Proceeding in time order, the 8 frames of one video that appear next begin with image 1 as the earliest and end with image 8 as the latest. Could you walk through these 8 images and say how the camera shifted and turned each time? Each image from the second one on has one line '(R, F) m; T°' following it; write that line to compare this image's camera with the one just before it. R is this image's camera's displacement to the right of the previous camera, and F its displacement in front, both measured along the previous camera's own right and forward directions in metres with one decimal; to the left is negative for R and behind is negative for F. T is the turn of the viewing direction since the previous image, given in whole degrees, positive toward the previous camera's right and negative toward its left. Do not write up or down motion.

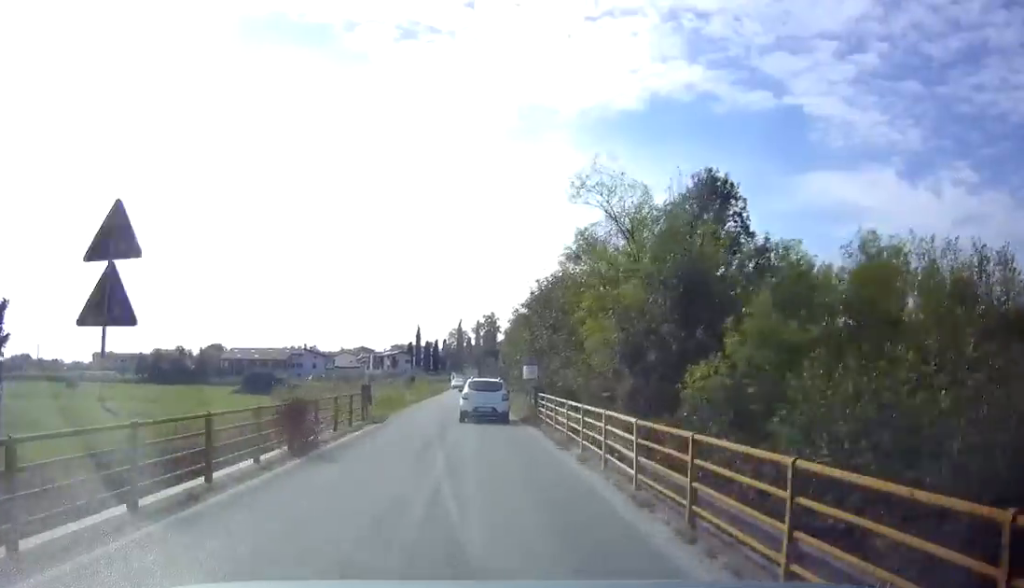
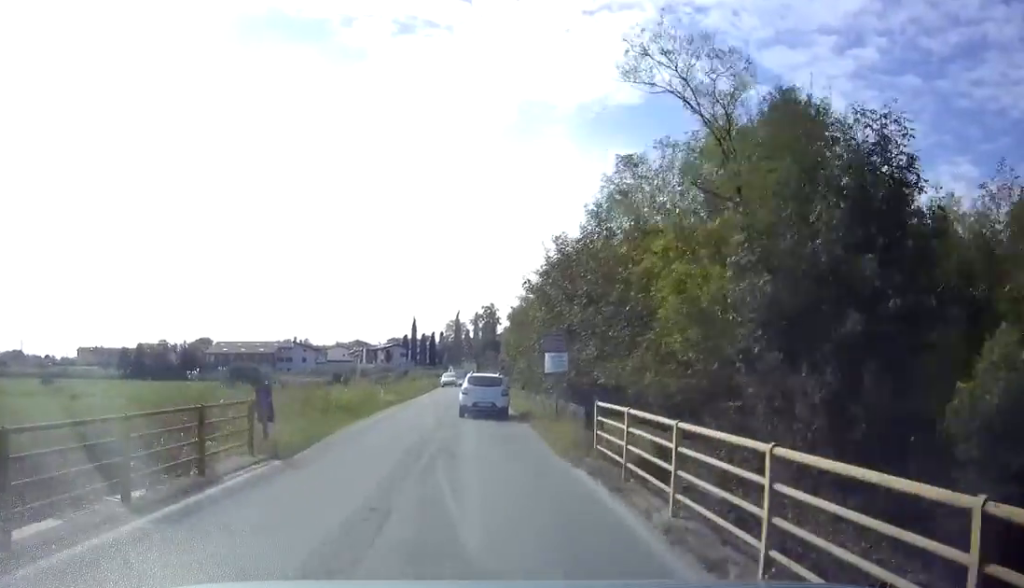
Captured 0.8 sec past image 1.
(0.0, +9.8) m; -1°
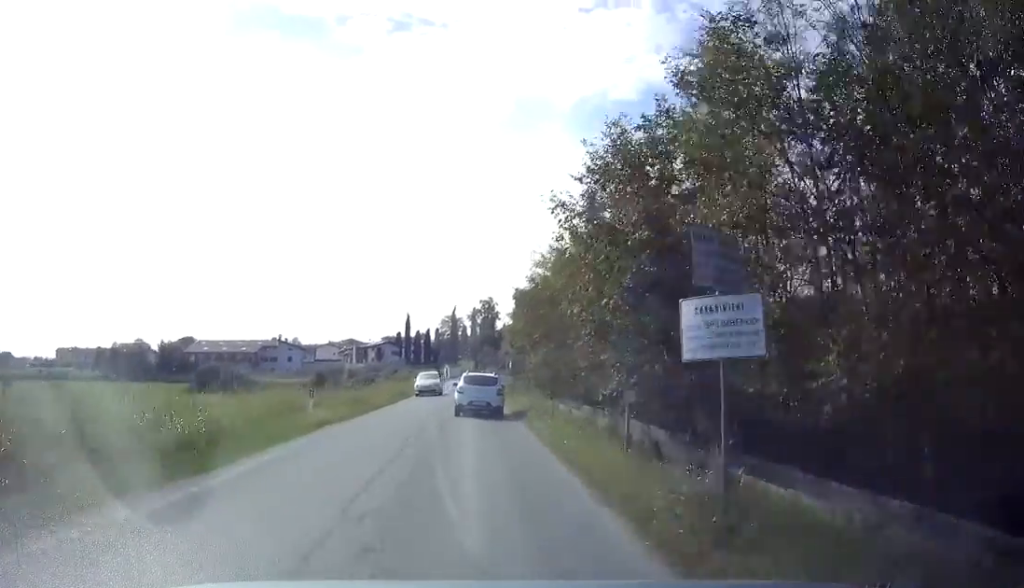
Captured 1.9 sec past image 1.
(-0.2, +13.2) m; 0°
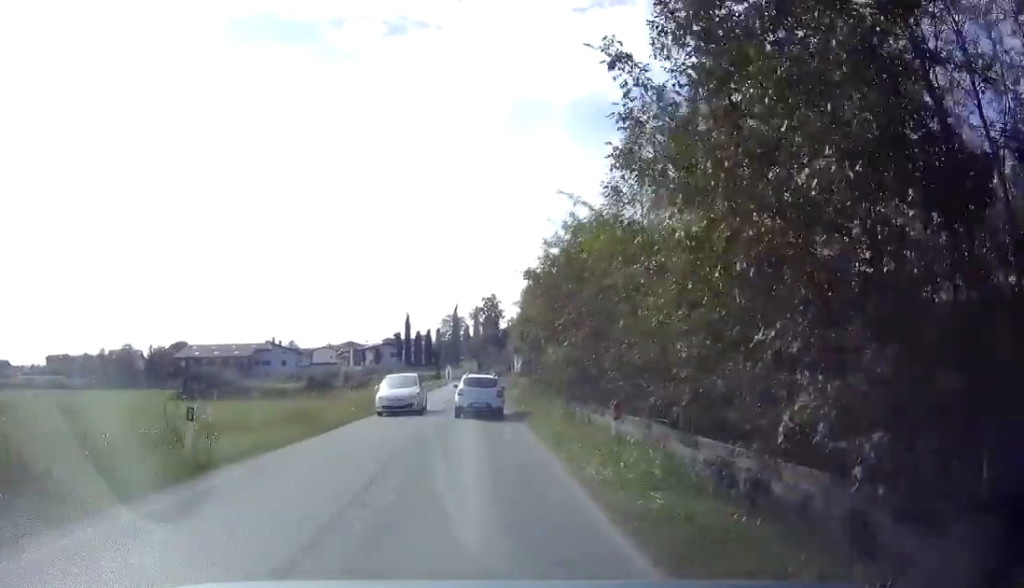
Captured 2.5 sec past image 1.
(+0.3, +7.9) m; 0°
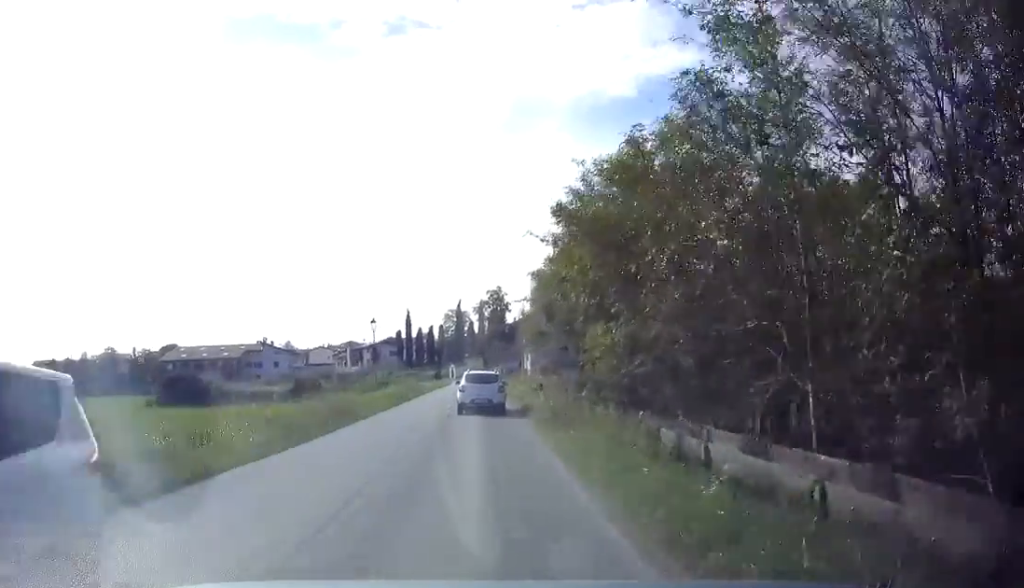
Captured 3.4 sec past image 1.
(-0.2, +11.0) m; -1°
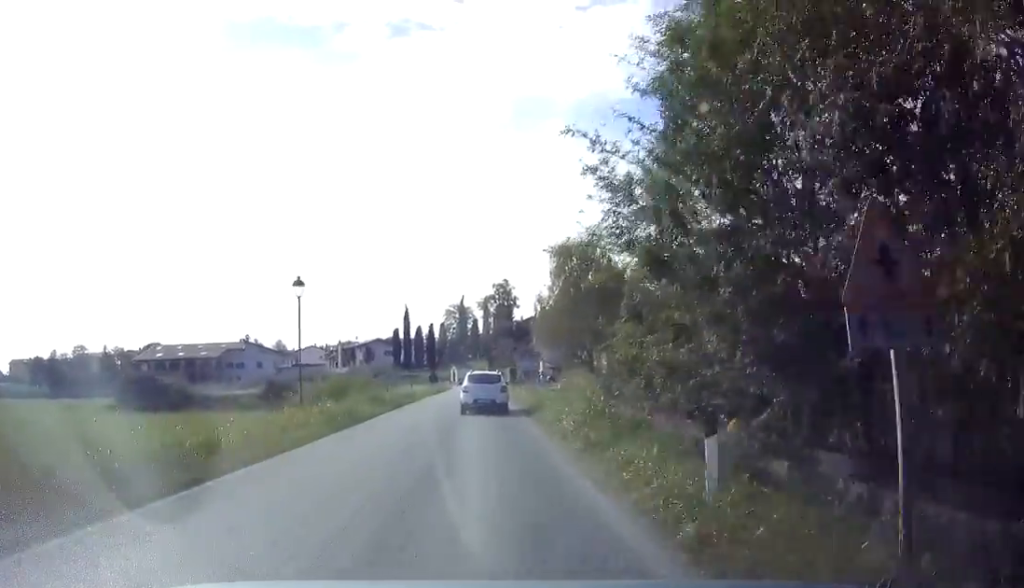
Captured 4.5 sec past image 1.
(-0.1, +14.9) m; +1°
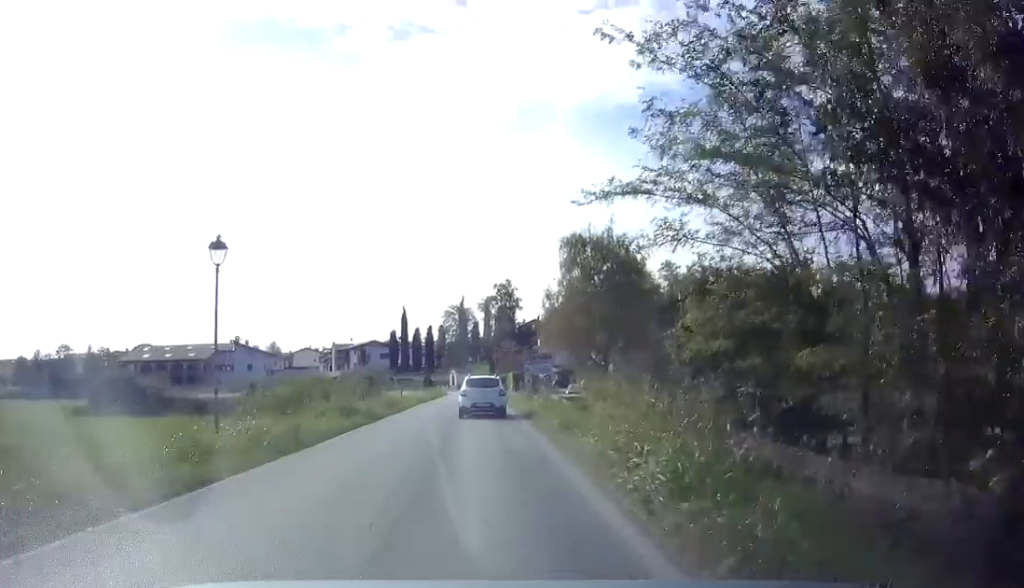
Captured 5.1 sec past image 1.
(+0.2, +6.8) m; 0°
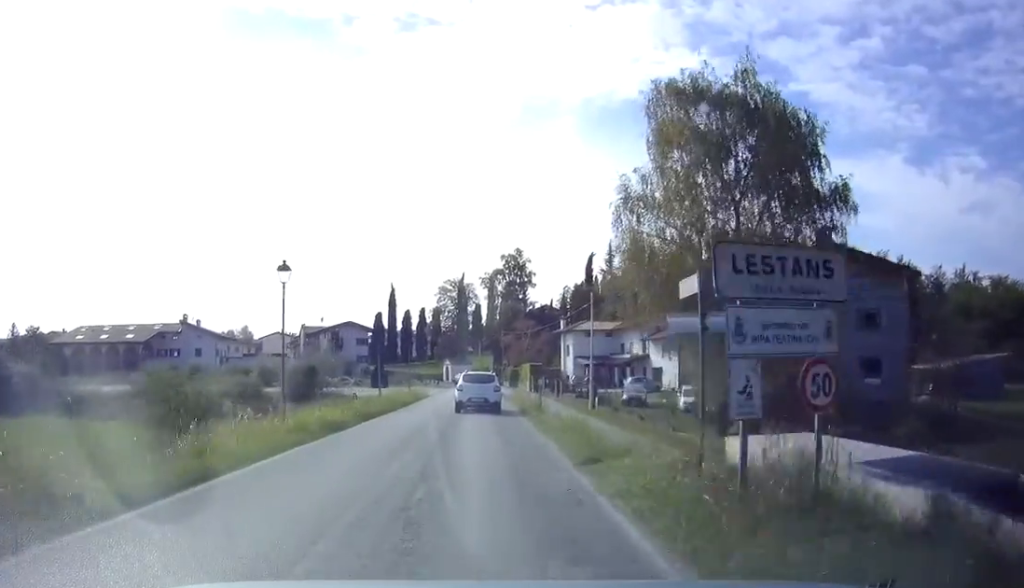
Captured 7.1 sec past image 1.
(-0.5, +25.9) m; -1°
